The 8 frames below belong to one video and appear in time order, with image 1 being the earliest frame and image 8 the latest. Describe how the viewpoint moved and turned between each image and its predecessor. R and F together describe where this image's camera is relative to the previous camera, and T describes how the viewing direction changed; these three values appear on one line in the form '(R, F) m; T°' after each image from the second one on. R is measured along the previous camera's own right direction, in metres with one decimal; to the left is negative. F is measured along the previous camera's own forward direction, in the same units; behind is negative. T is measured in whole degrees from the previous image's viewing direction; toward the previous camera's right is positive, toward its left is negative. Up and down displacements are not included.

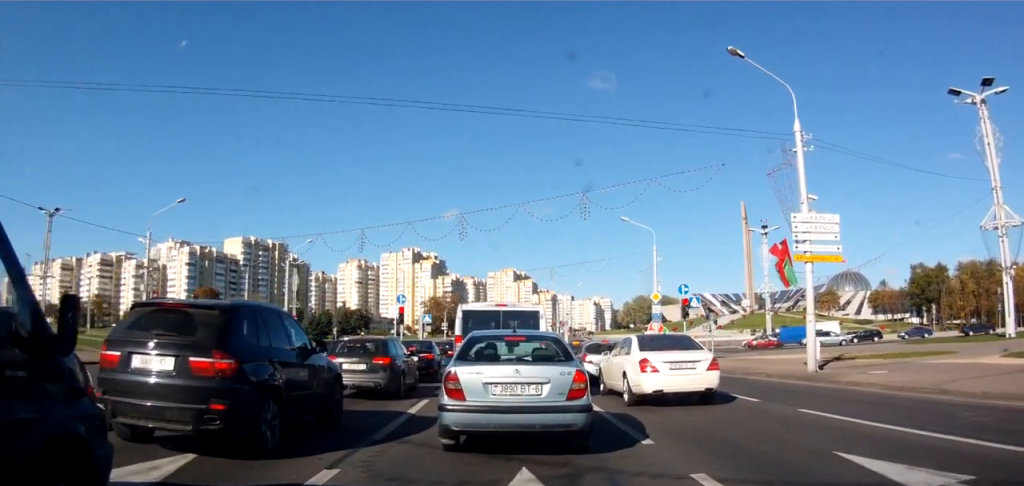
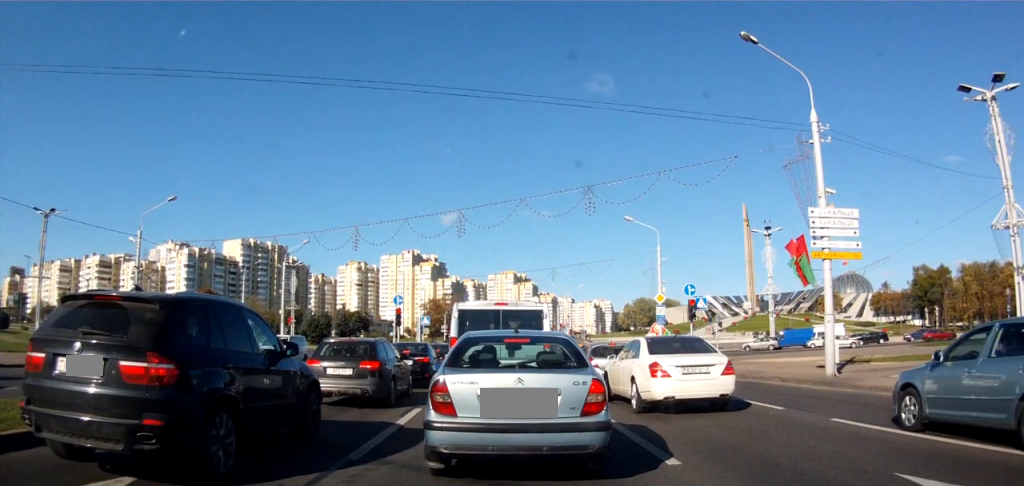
(-0.3, +2.1) m; -2°
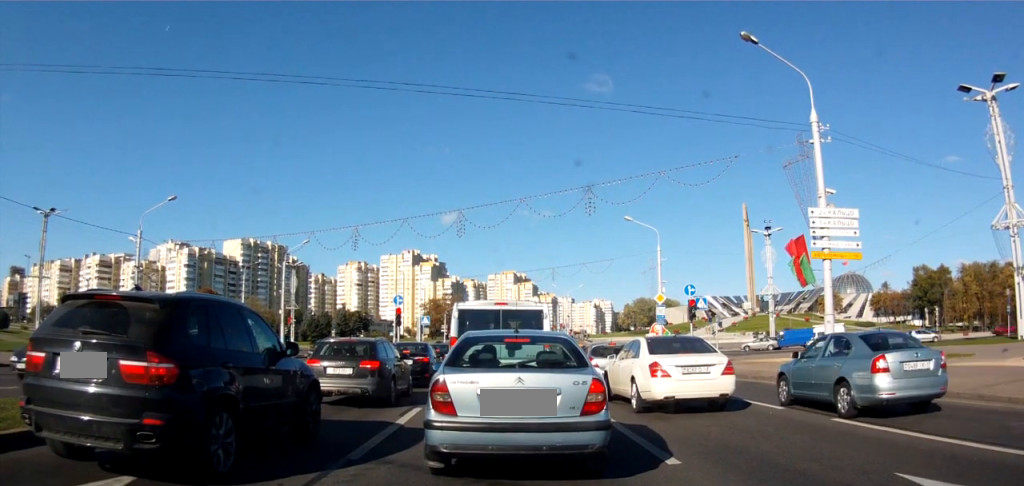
(+0.1, +0.5) m; 0°
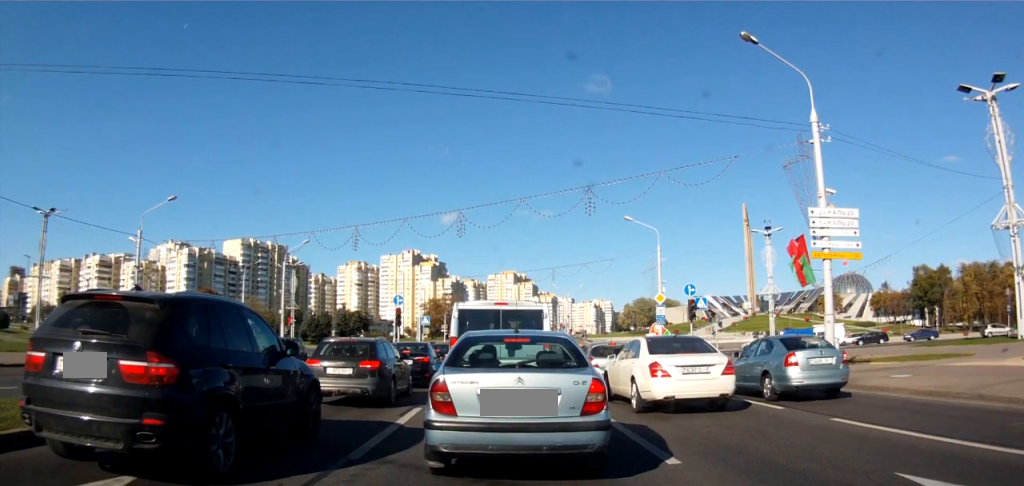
(+0.1, +0.2) m; 0°
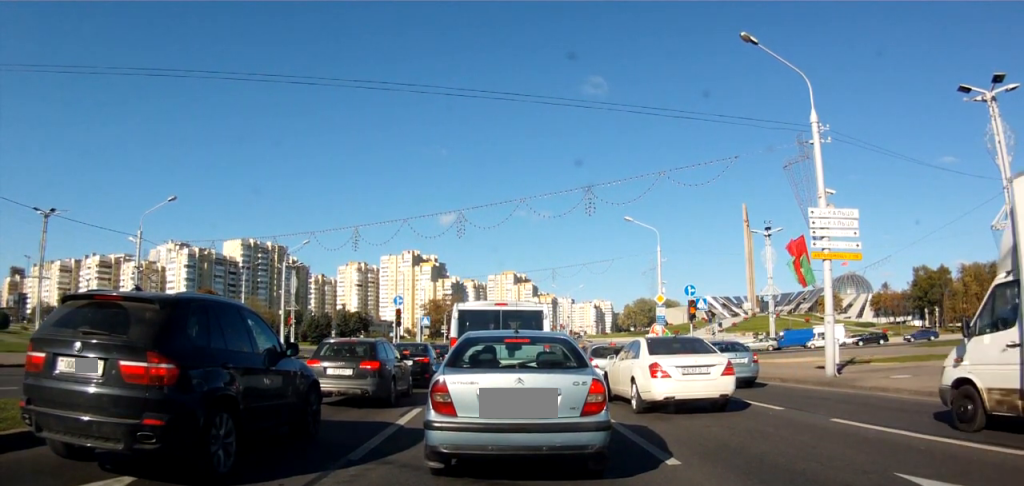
(0.0, +0.1) m; 0°
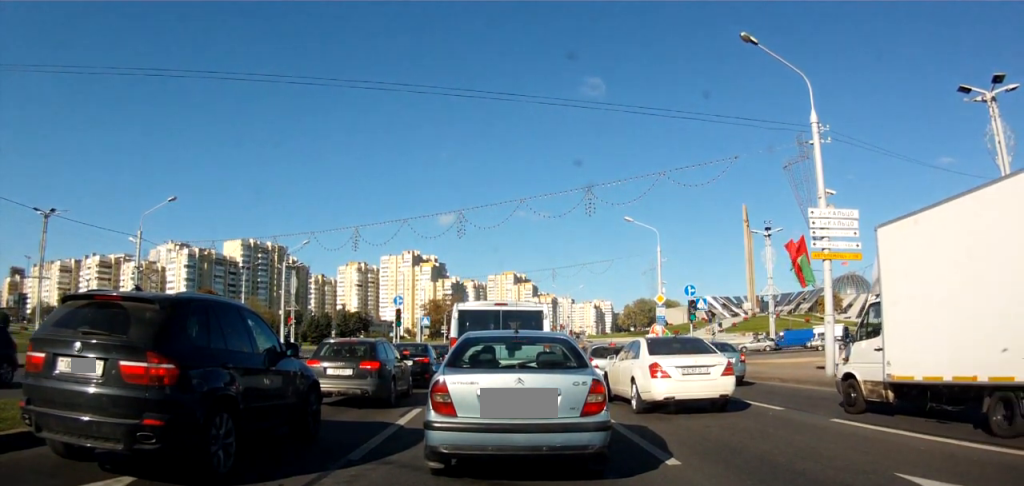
(0.0, 0.0) m; 0°
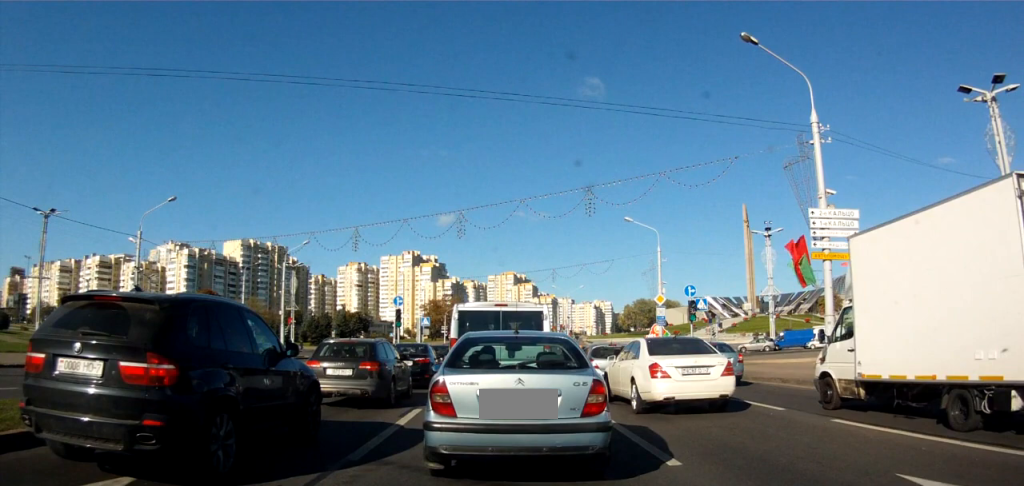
(0.0, 0.0) m; 0°
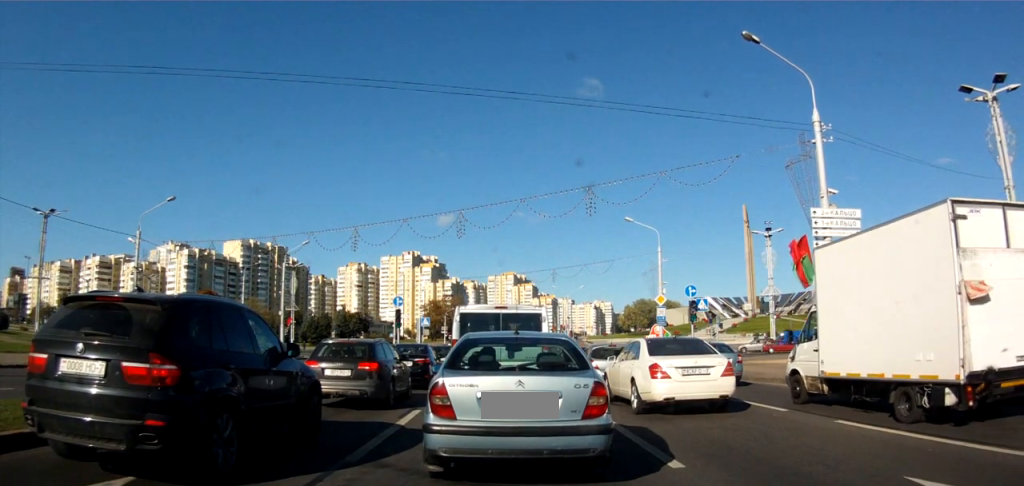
(0.0, 0.0) m; 0°
